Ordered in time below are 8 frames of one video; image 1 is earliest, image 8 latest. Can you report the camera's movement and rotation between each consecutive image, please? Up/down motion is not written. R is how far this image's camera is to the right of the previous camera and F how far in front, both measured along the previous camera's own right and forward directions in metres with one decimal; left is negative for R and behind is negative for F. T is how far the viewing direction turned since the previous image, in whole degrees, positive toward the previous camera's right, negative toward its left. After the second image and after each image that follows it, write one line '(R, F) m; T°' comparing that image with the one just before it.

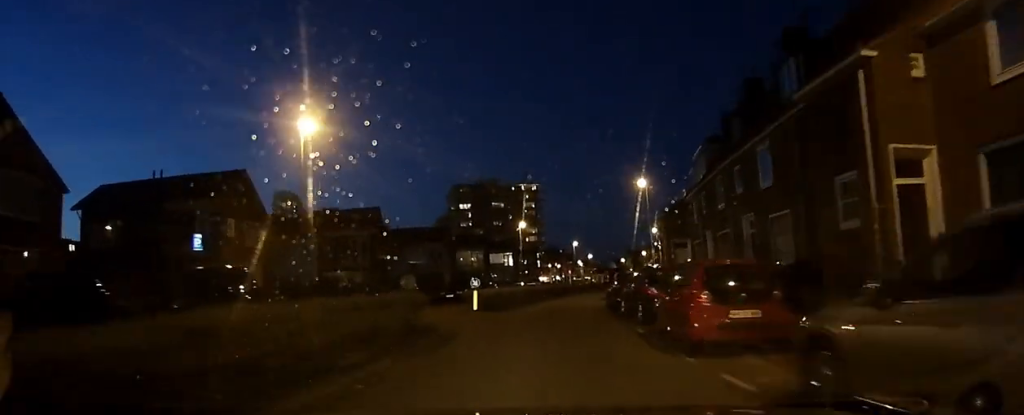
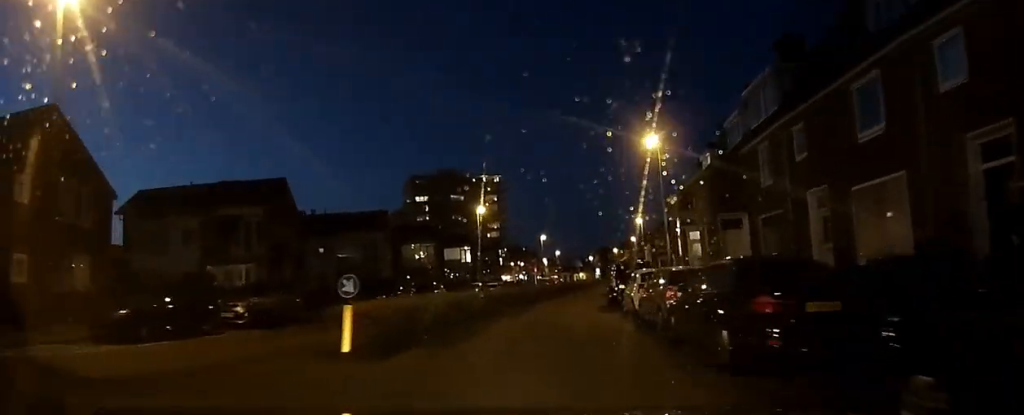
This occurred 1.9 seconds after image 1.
(+0.2, +8.4) m; +3°
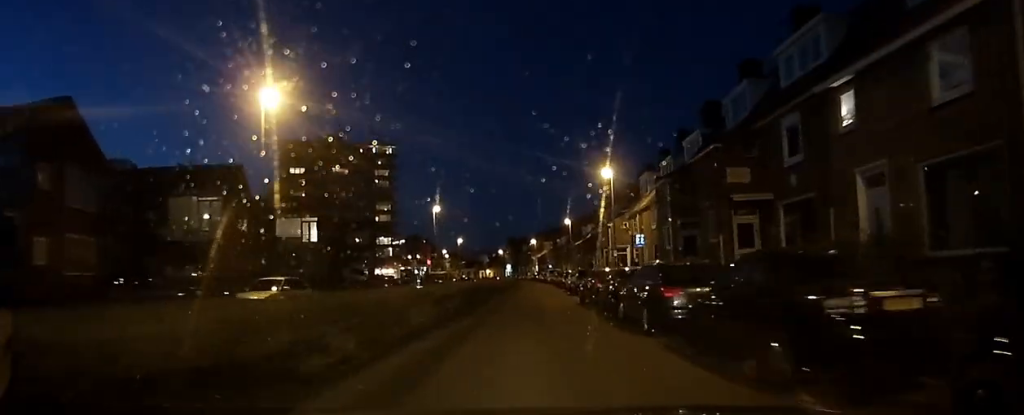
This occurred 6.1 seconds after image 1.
(+1.7, +26.1) m; +6°
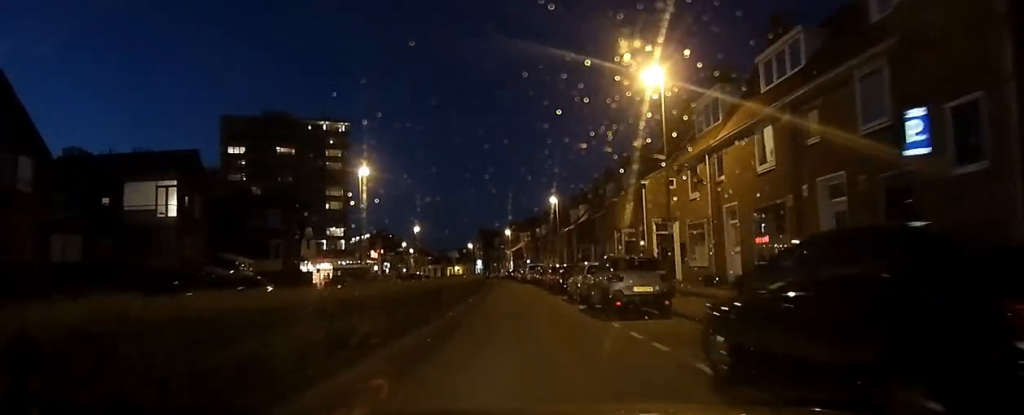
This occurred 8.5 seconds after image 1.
(+0.4, +18.8) m; +1°
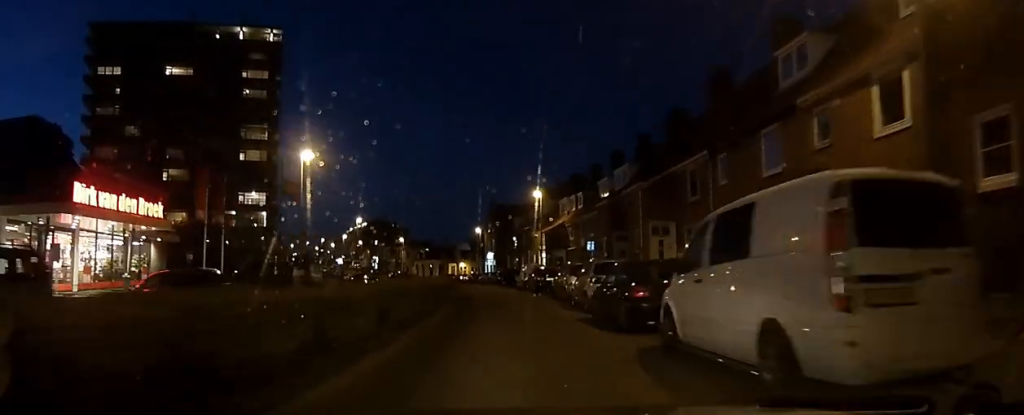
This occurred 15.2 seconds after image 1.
(+0.2, +51.1) m; -2°
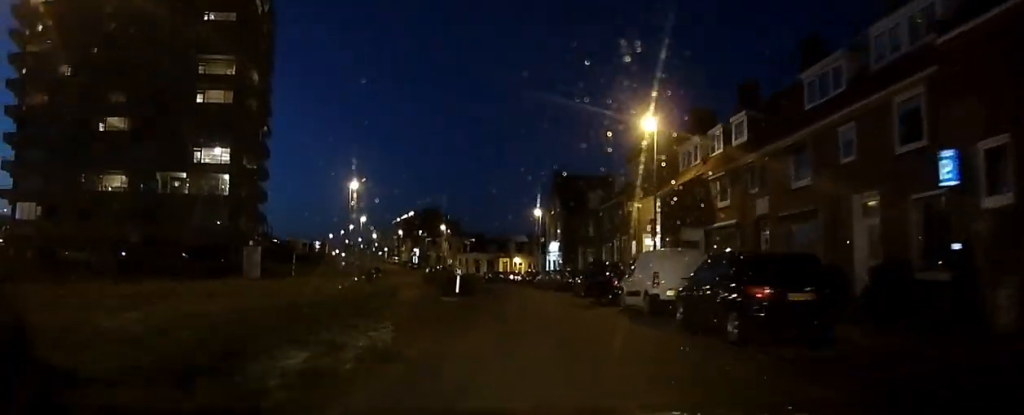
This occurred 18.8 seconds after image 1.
(-1.6, +26.1) m; -6°
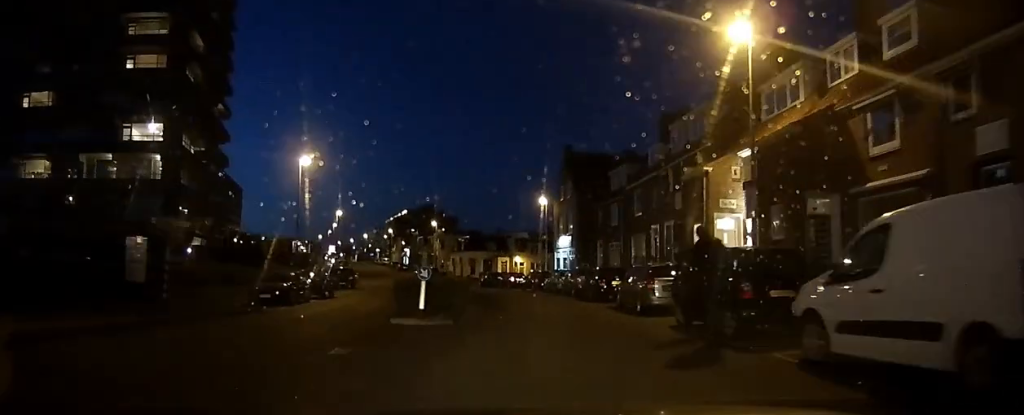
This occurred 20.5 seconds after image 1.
(-0.3, +13.1) m; -3°
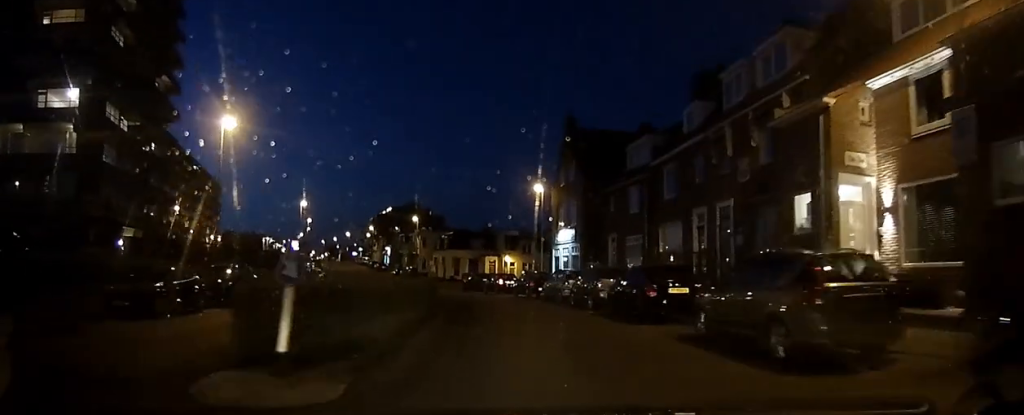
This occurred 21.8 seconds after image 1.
(+0.3, +11.1) m; -2°
